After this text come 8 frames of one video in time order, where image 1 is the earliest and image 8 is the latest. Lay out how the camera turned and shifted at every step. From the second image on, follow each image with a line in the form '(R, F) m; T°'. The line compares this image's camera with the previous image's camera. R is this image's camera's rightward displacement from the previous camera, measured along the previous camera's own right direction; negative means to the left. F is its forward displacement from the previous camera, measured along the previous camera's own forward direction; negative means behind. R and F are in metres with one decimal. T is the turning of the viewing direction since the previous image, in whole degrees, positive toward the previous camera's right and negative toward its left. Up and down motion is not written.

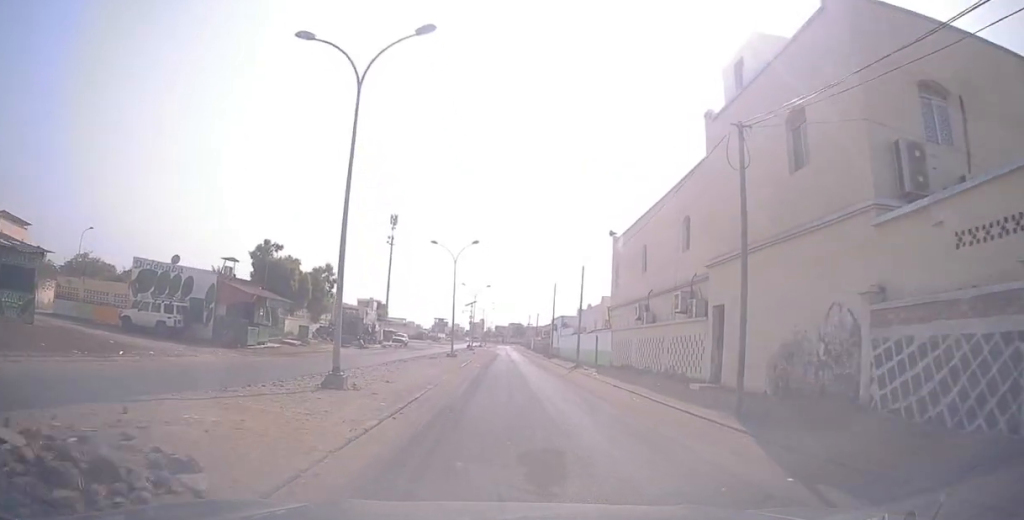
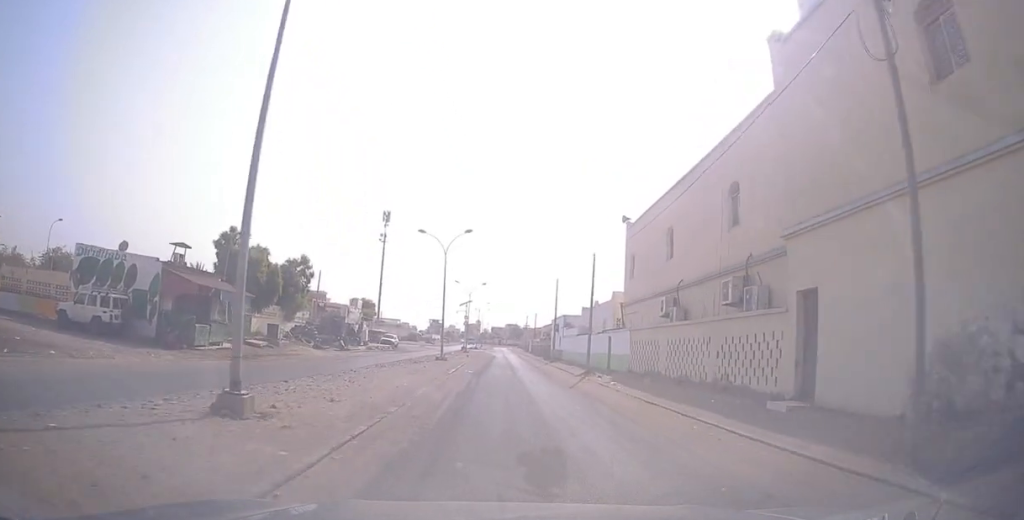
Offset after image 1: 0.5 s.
(+0.1, +5.9) m; 0°
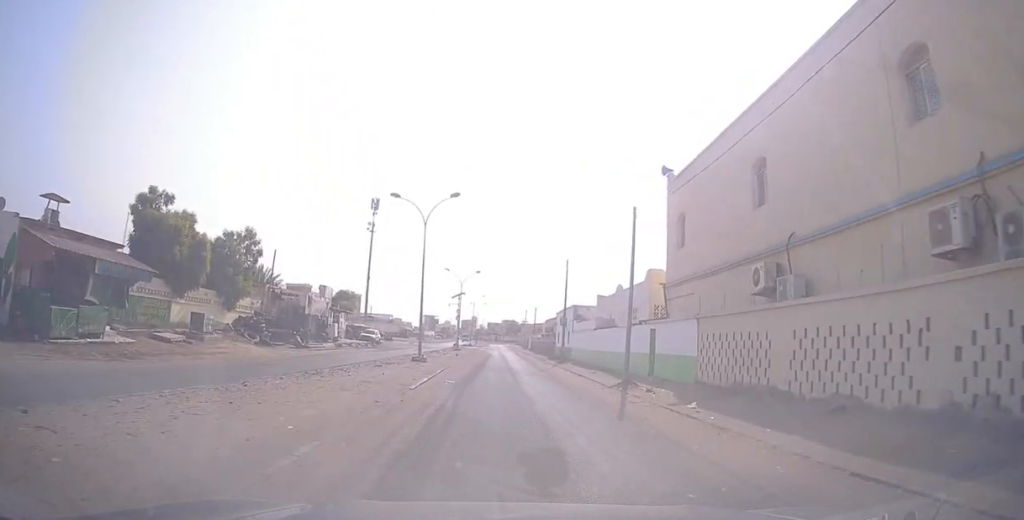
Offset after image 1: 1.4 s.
(0.0, +10.3) m; -1°
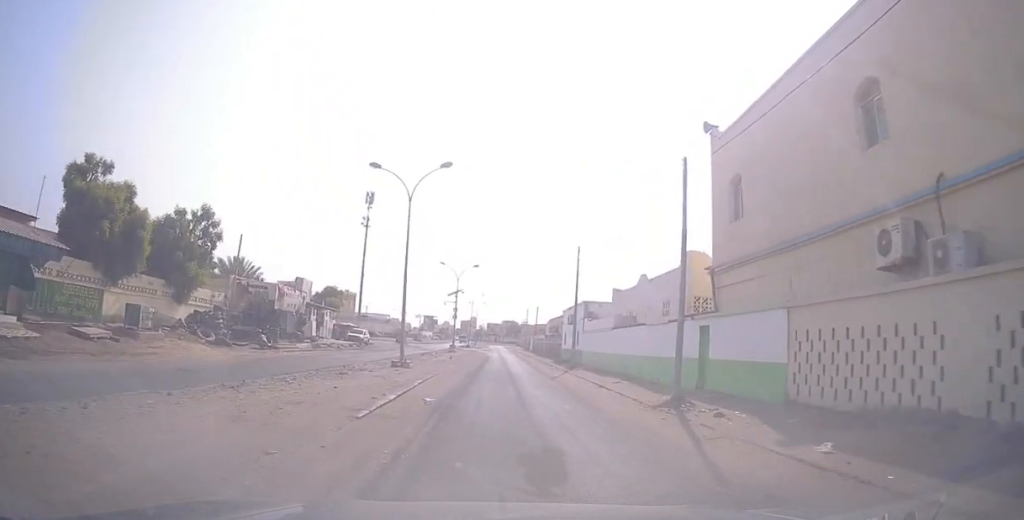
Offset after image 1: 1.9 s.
(0.0, +6.1) m; 0°
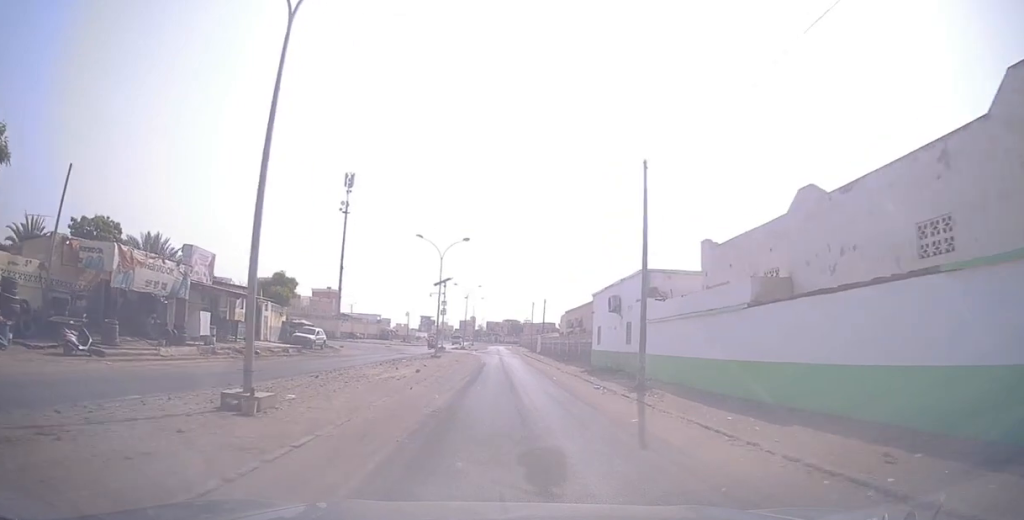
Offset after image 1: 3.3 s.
(+0.1, +17.3) m; +1°
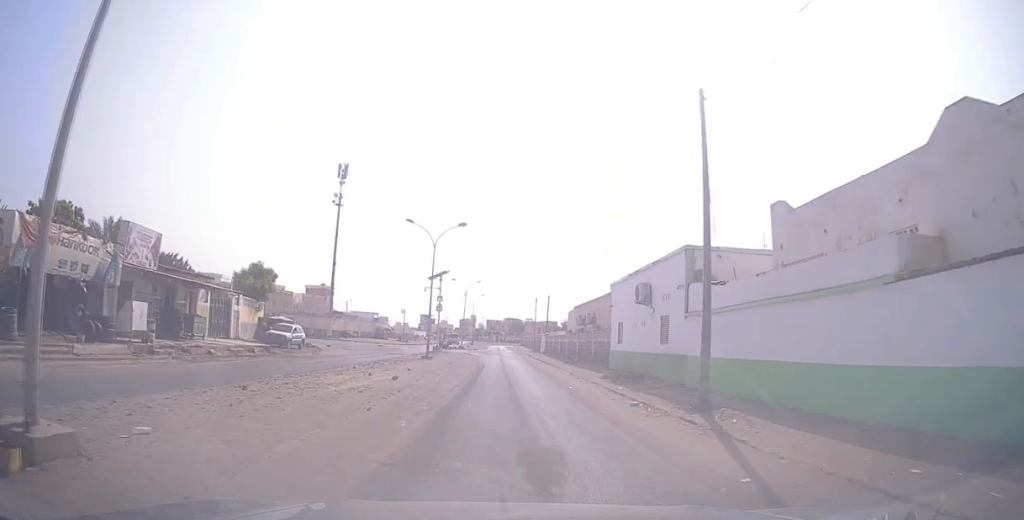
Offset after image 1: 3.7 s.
(+0.2, +5.8) m; 0°
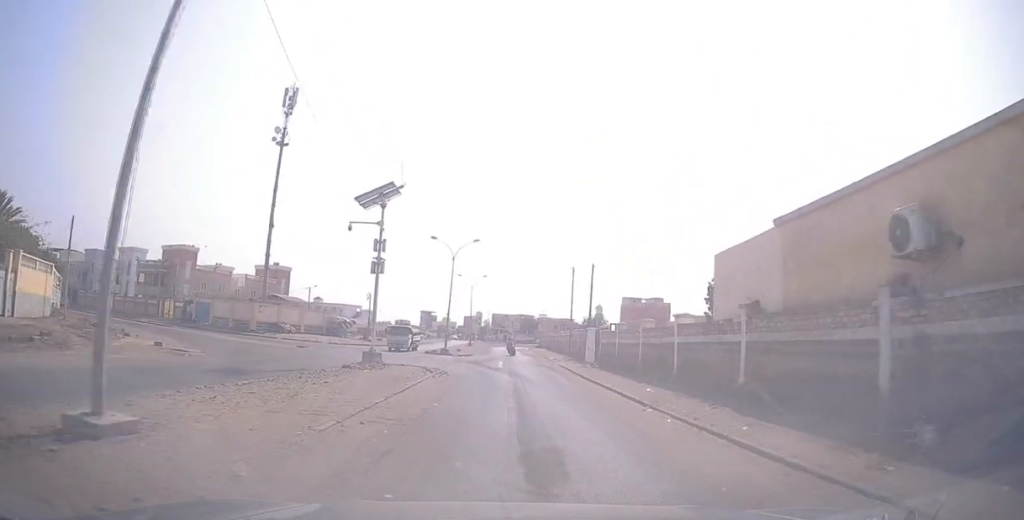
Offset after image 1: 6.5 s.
(-0.5, +34.7) m; -2°
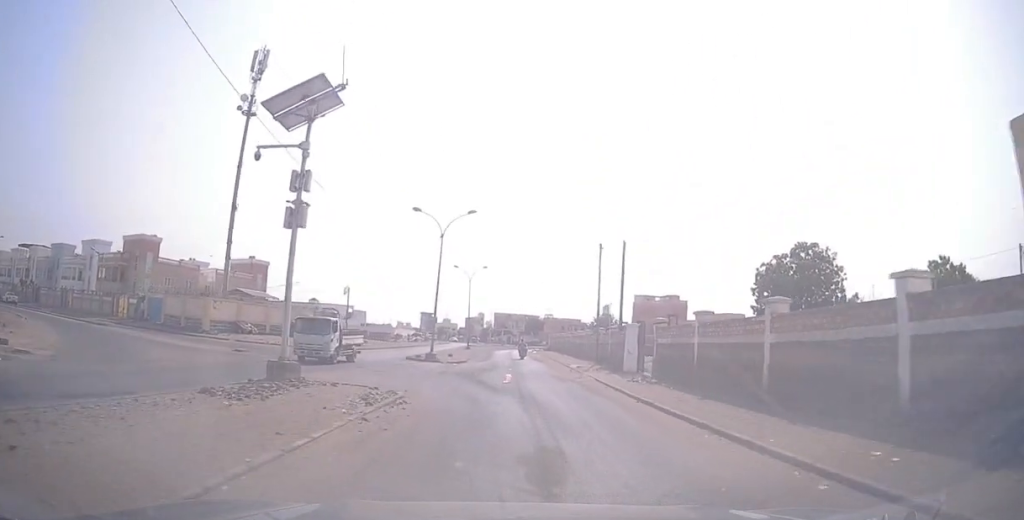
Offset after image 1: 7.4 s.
(-0.1, +11.8) m; -1°
